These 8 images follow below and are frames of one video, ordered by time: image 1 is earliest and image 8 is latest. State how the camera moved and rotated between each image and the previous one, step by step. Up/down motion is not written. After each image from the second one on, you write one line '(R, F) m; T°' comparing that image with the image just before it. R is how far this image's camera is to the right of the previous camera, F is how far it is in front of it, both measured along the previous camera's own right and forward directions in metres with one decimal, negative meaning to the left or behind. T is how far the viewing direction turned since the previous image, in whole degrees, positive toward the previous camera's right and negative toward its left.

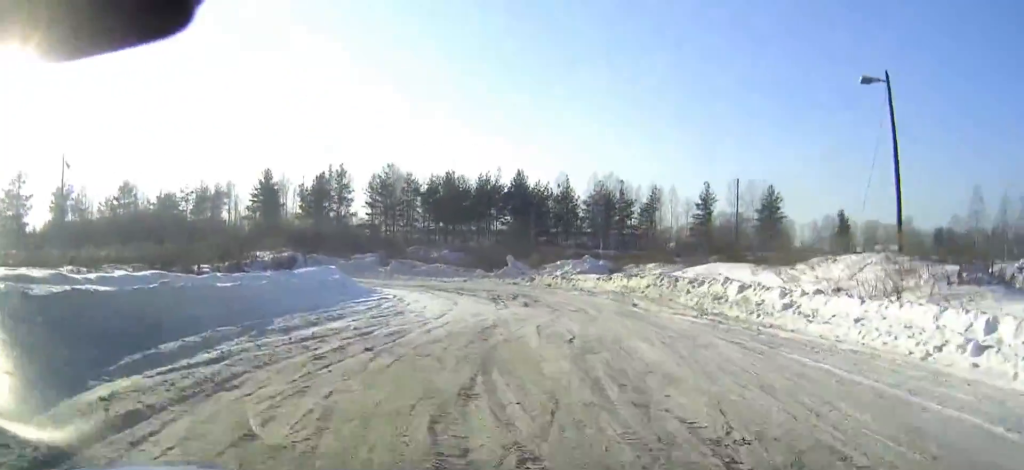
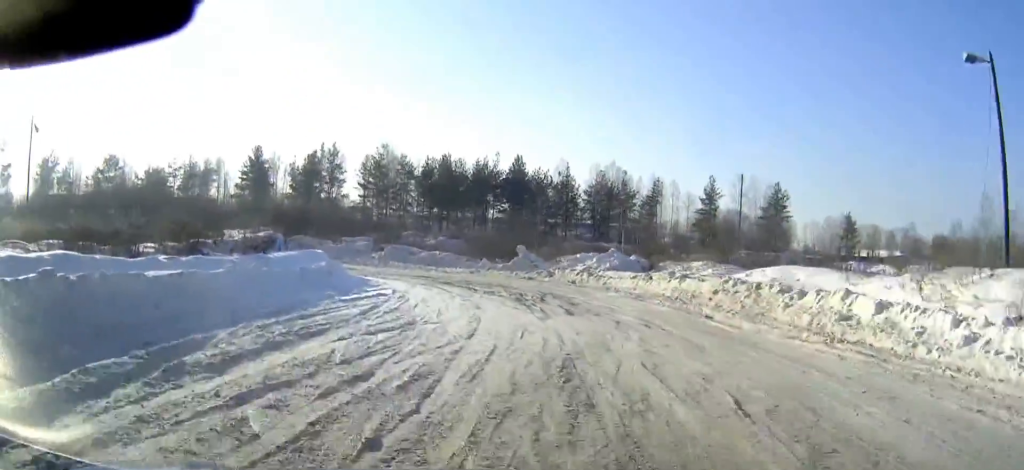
(+0.8, +5.5) m; -2°
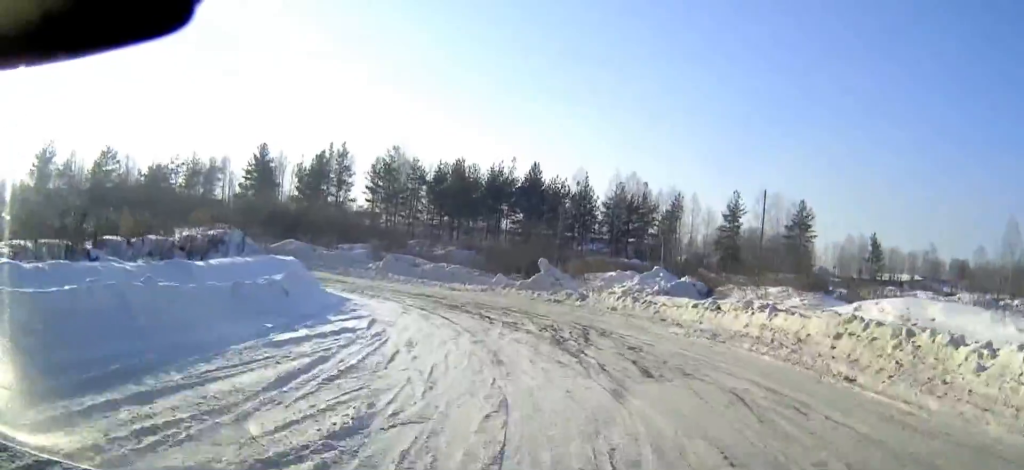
(+0.4, +5.9) m; -3°
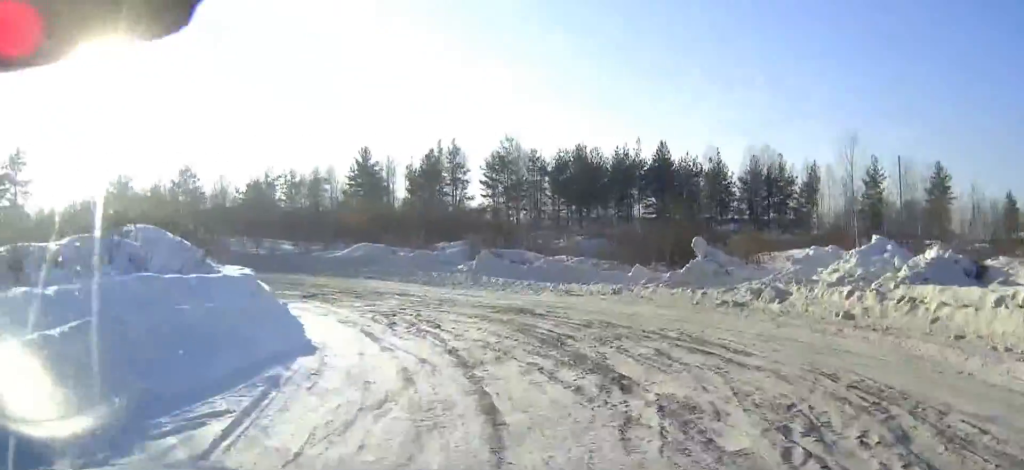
(-1.7, +10.2) m; -10°
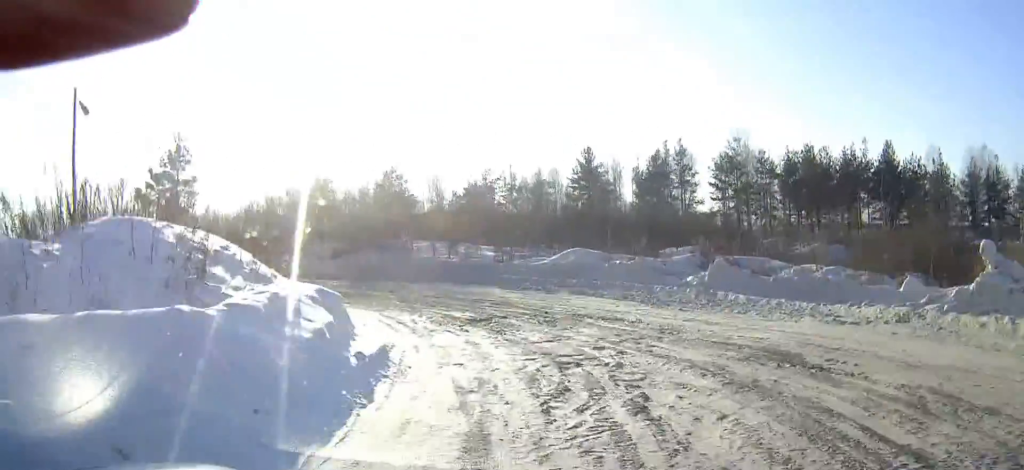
(0.0, +6.7) m; -1°
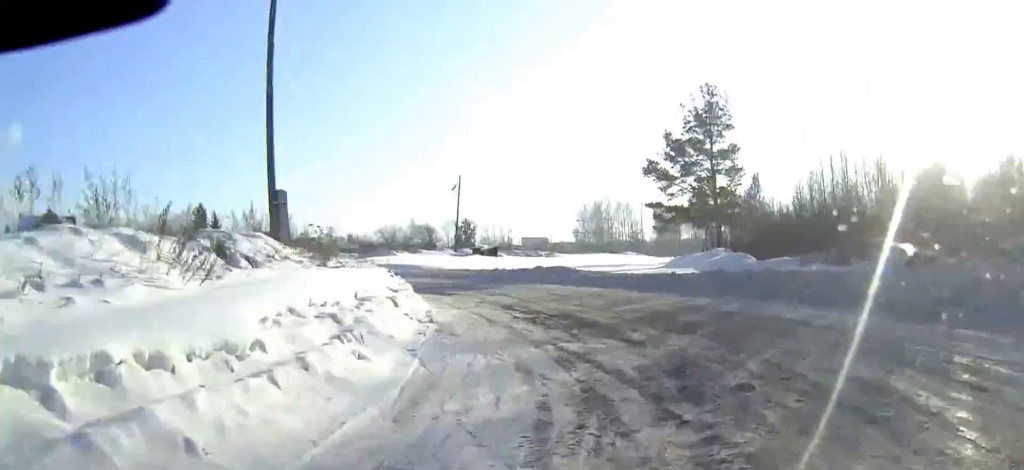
(-3.8, +18.5) m; -37°
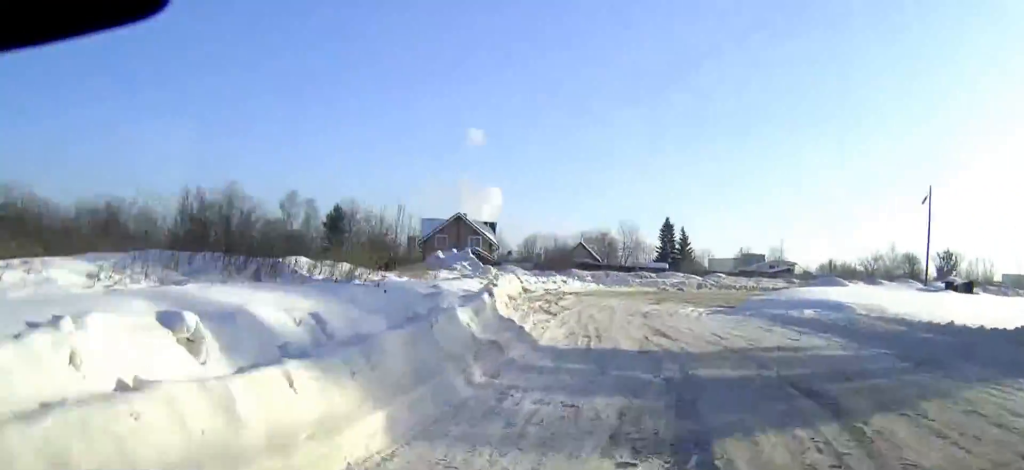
(-6.8, +17.0) m; -34°
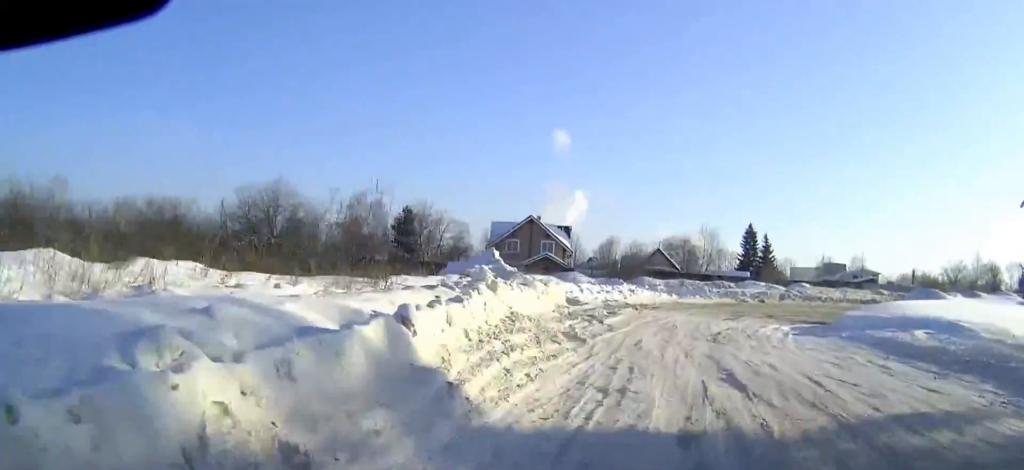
(-0.6, +6.1) m; -2°
